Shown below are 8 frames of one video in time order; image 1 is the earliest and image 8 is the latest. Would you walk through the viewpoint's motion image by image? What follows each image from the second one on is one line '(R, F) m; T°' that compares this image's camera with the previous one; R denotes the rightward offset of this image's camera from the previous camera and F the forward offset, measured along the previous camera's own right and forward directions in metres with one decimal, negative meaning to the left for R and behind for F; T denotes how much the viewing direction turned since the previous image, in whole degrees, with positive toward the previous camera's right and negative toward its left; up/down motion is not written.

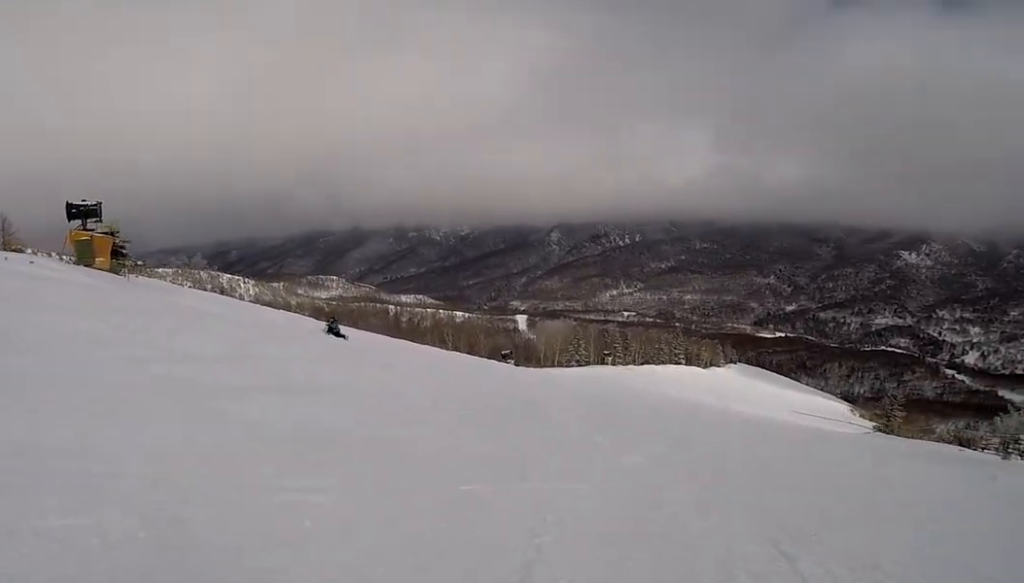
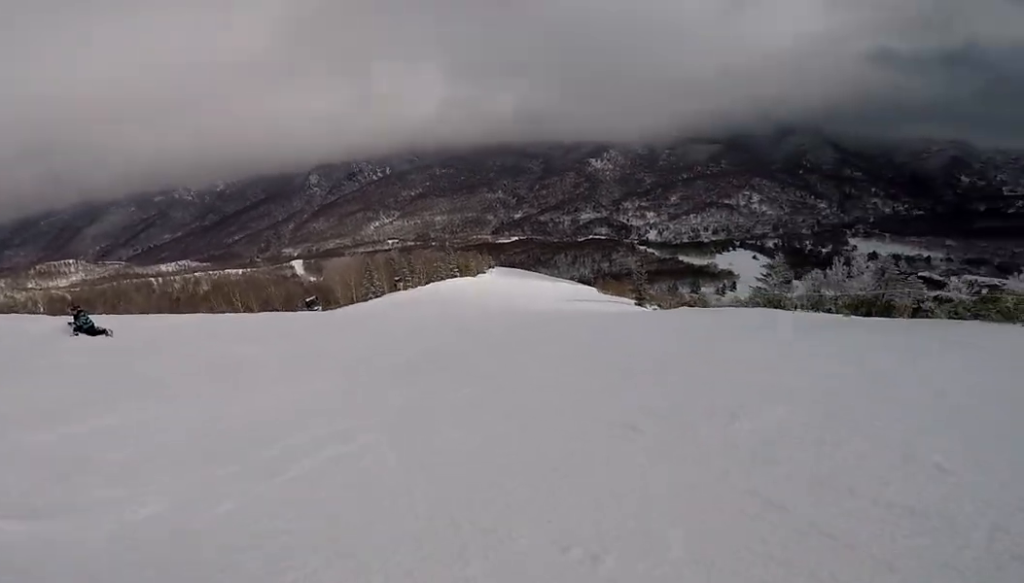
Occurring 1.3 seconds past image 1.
(+1.2, +5.7) m; +36°
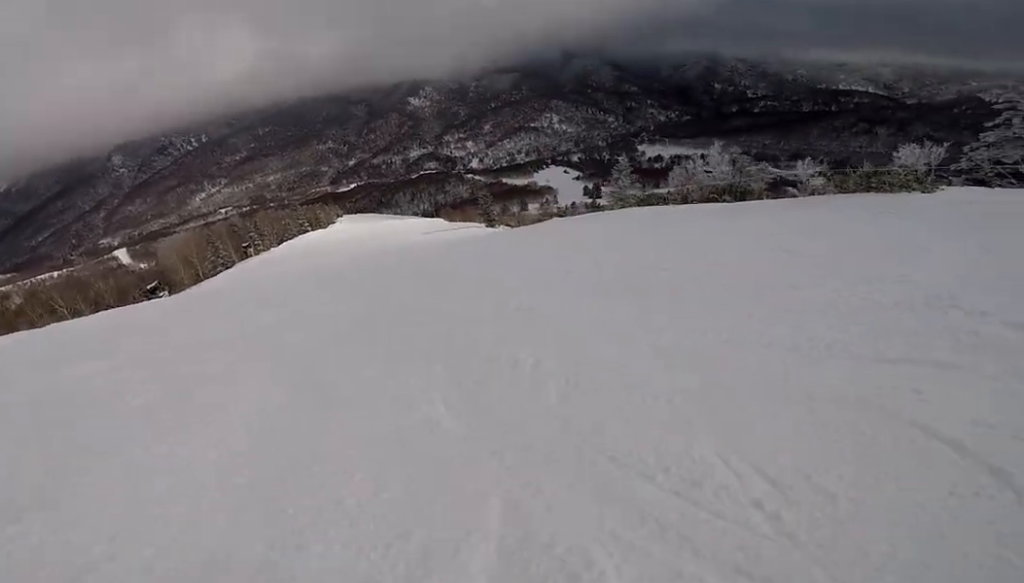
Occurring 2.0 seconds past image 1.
(+0.8, +3.3) m; +18°
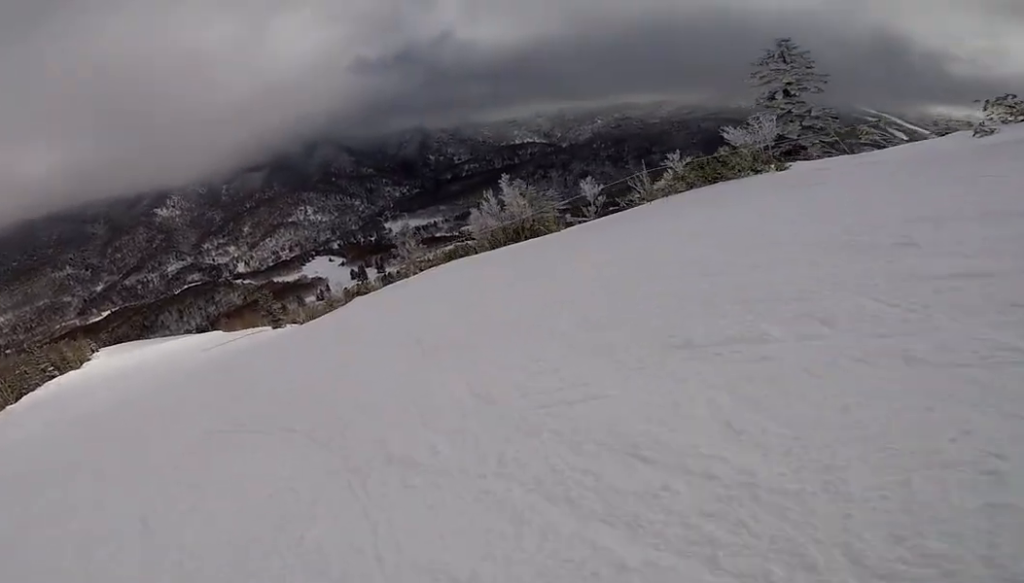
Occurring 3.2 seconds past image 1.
(+1.1, +6.4) m; +2°
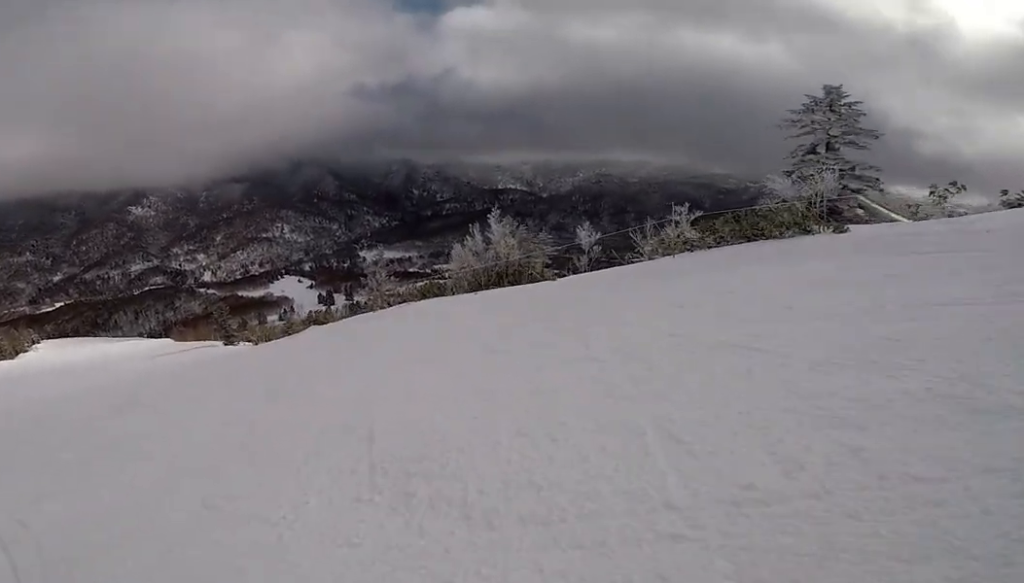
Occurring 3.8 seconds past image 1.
(0.0, +3.2) m; -14°
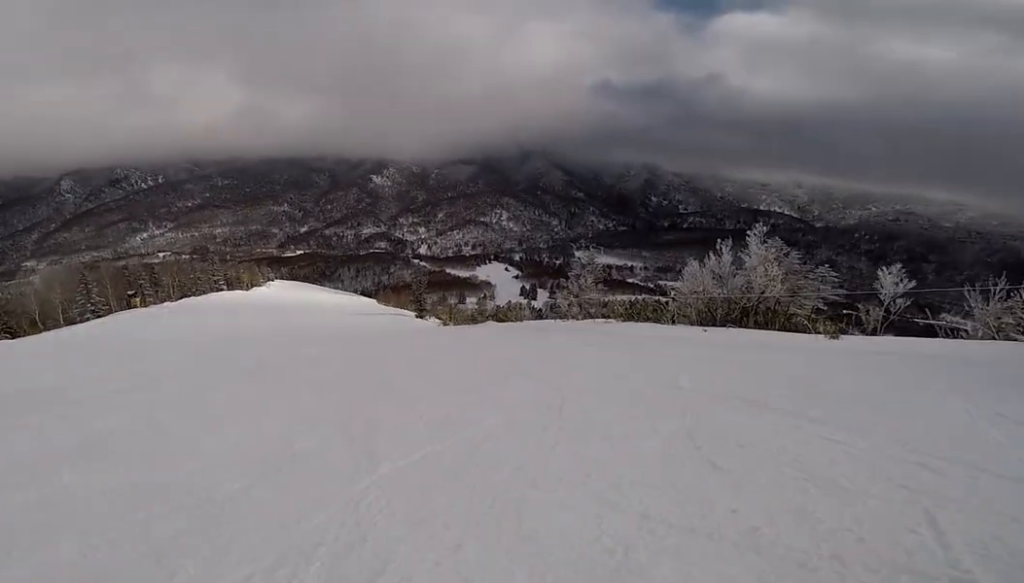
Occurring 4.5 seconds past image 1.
(-0.4, +3.2) m; -24°
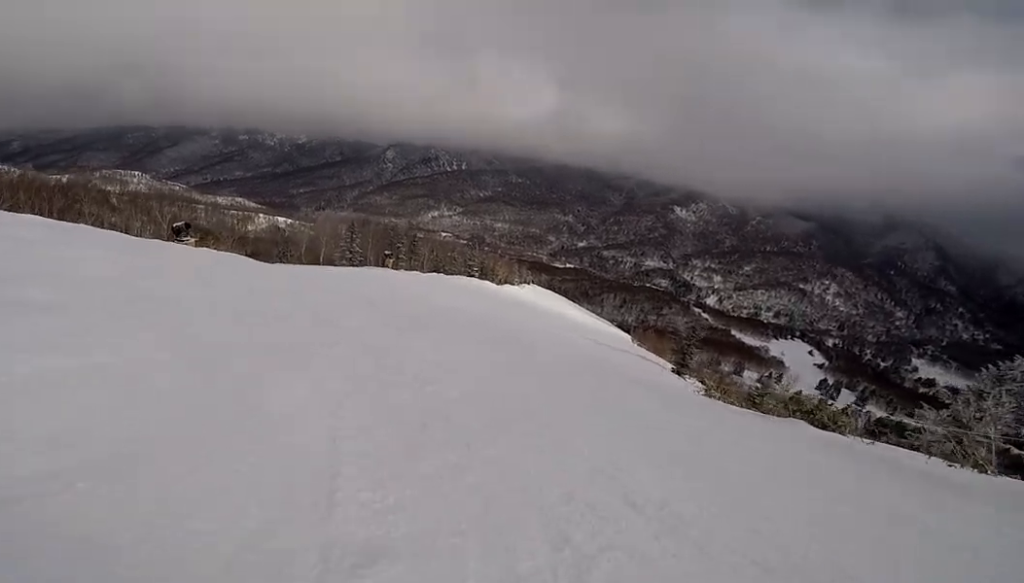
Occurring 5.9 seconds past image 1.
(-2.6, +6.1) m; -23°
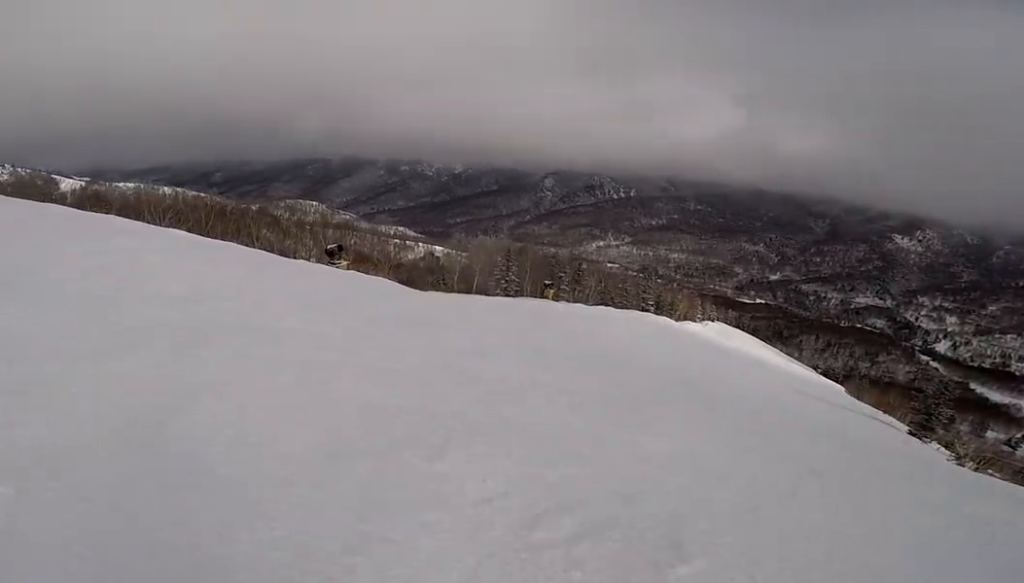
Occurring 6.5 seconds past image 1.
(+0.3, +3.6) m; +4°
